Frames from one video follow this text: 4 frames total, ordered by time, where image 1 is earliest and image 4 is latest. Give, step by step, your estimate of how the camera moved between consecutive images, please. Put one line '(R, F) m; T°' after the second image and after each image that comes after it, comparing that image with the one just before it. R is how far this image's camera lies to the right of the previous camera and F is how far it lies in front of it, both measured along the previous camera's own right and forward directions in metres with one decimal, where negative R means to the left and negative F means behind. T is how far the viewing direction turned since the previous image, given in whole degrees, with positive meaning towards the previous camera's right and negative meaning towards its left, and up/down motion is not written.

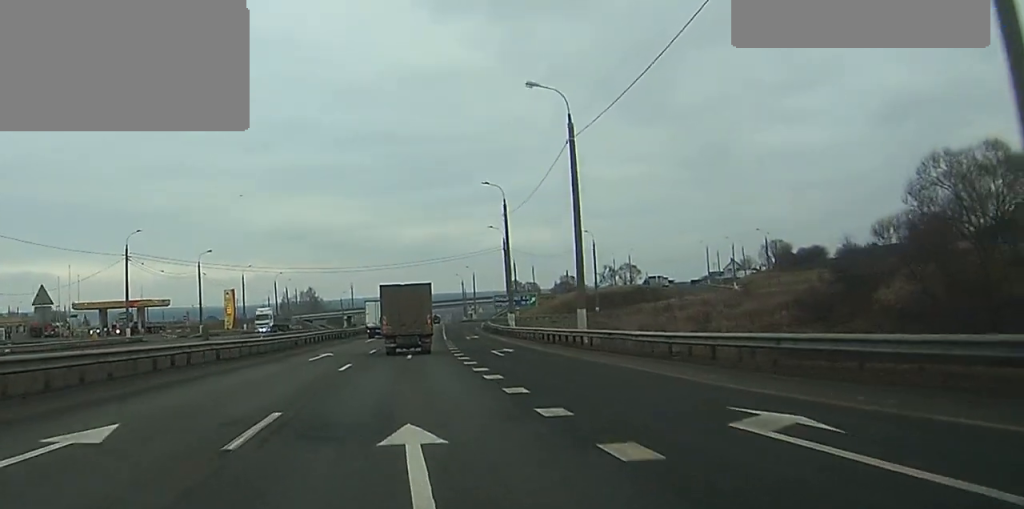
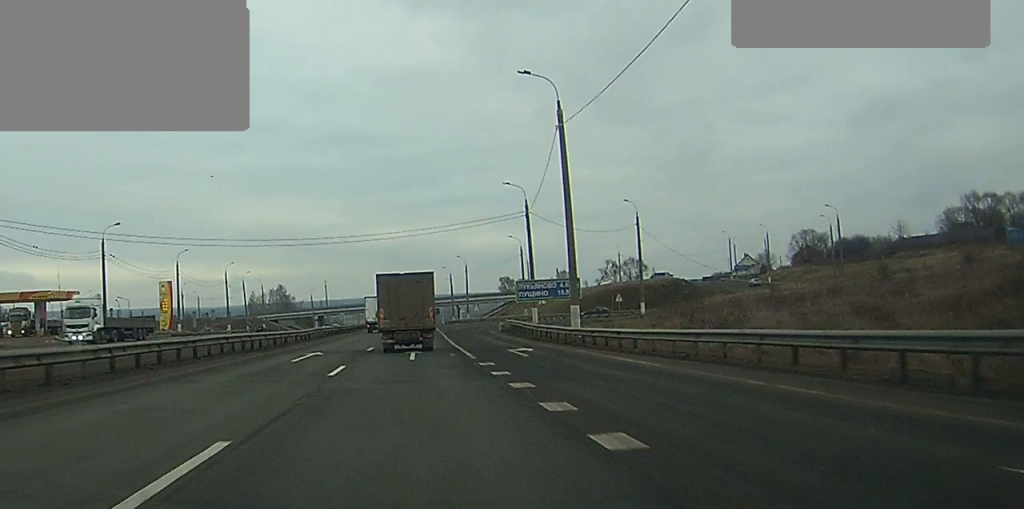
(+0.9, +36.3) m; +3°
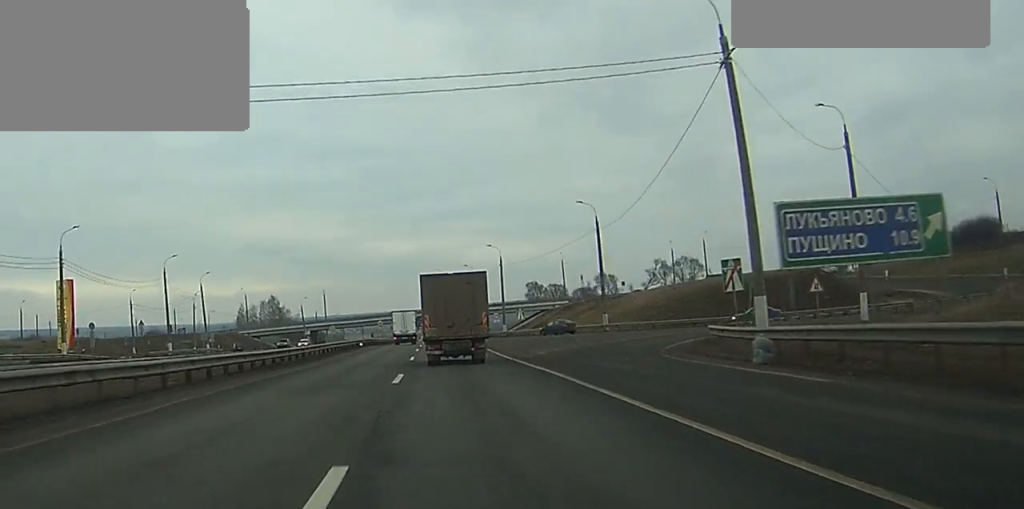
(+0.8, +49.3) m; +1°
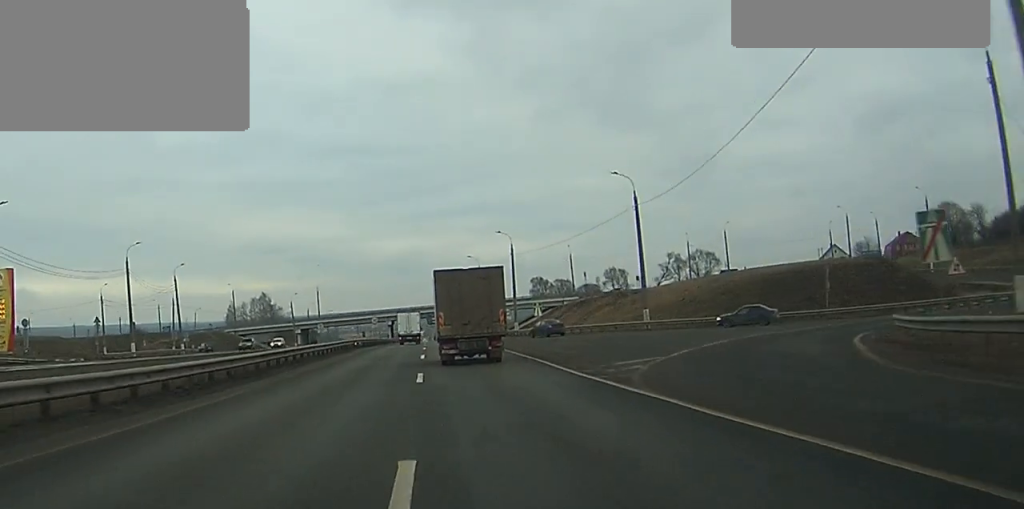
(0.0, +15.8) m; 0°
